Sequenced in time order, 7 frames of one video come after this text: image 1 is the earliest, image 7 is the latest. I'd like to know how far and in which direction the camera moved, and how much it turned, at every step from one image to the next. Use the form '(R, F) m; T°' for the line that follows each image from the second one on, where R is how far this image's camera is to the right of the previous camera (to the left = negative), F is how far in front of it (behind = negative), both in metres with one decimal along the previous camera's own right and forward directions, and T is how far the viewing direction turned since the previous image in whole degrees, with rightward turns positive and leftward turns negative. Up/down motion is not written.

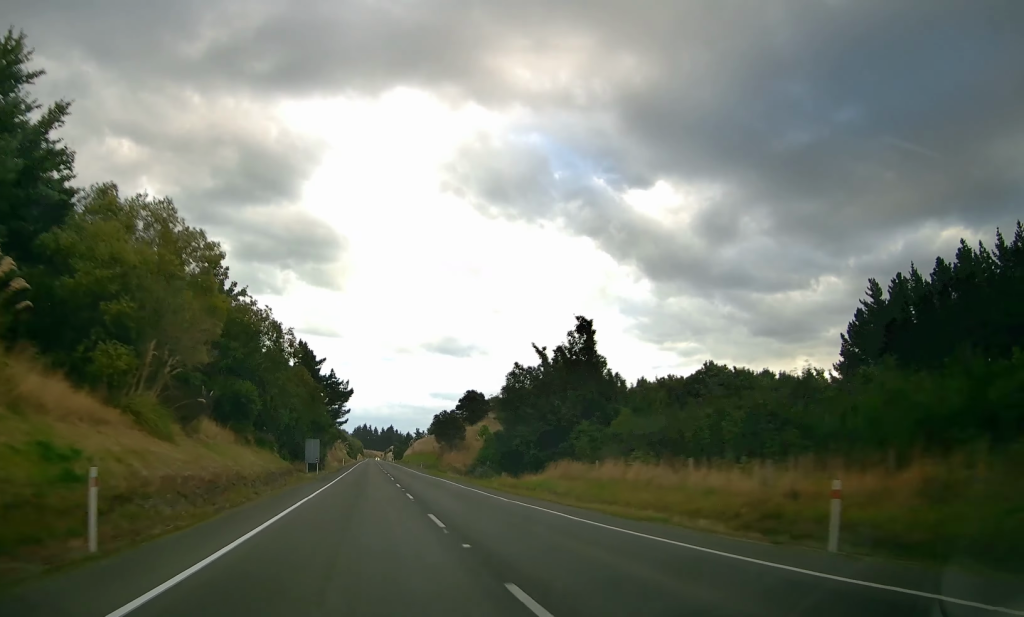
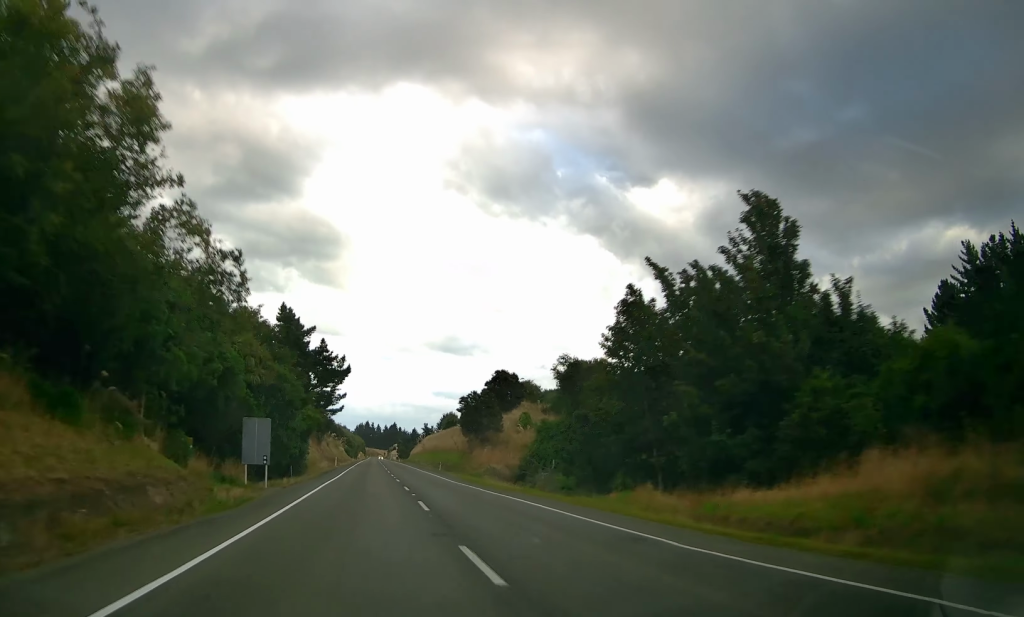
(-0.8, +26.7) m; 0°
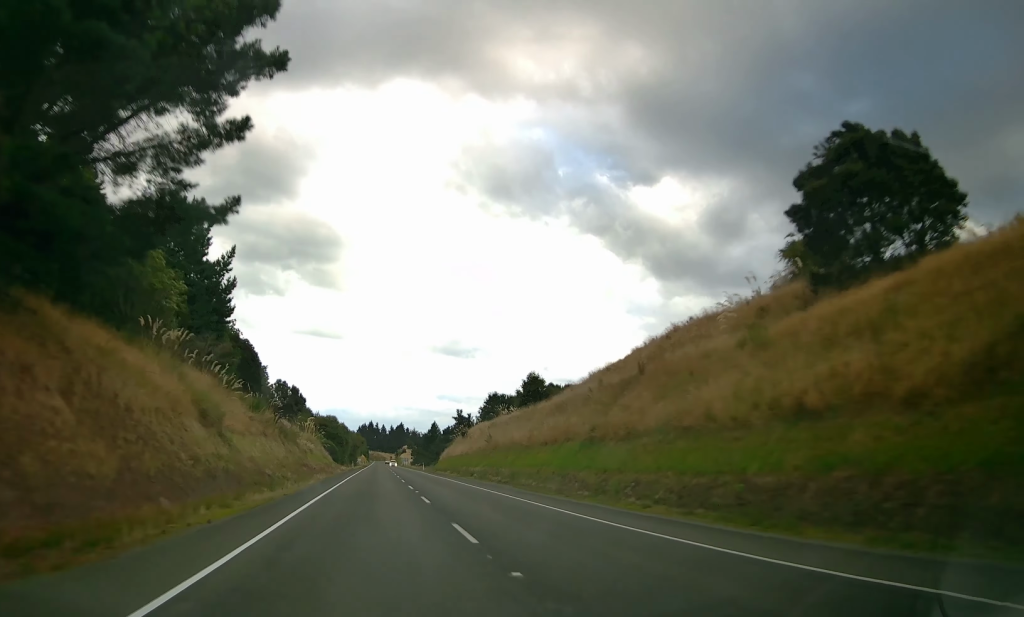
(-0.3, +75.4) m; -2°
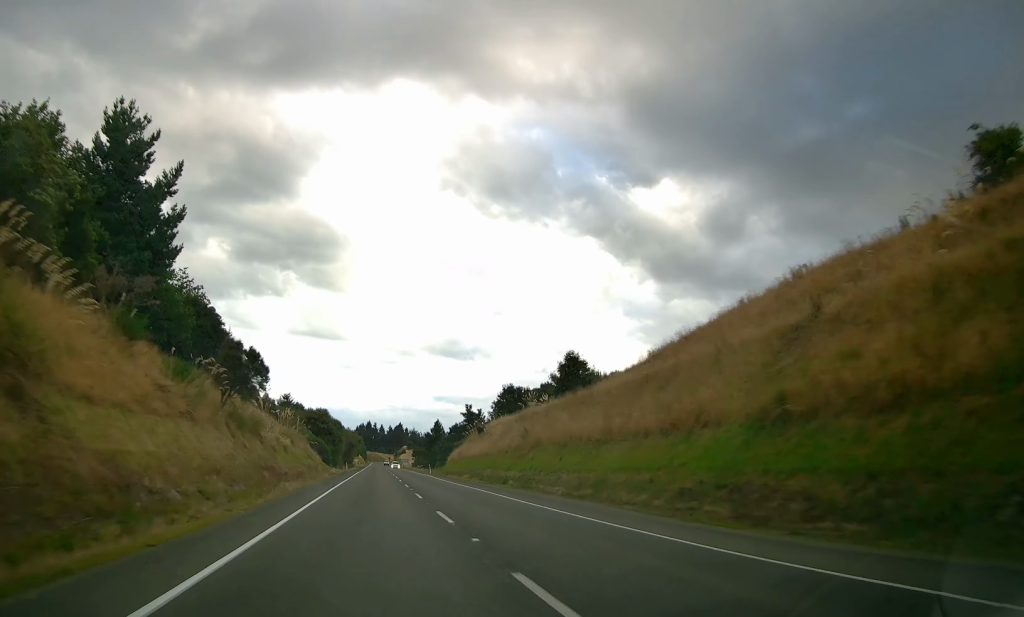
(0.0, +16.2) m; +1°
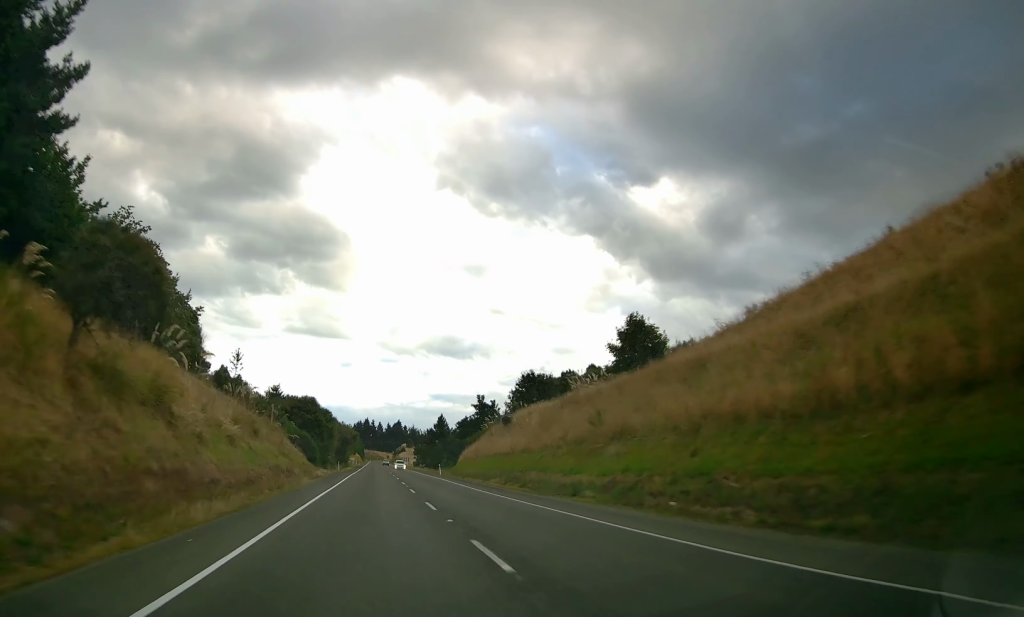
(0.0, +16.2) m; +2°
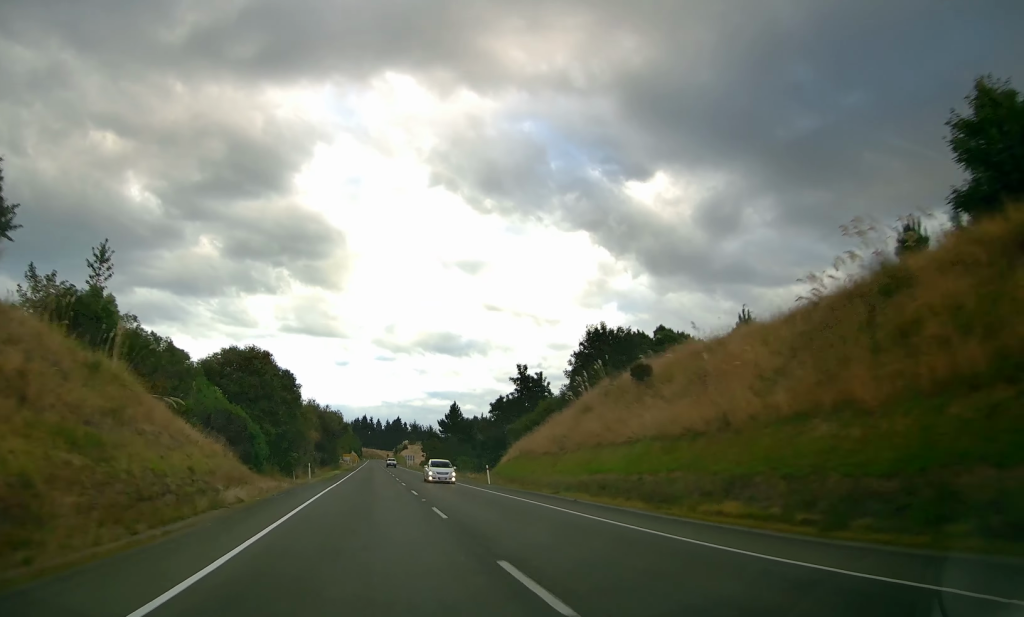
(+1.0, +33.3) m; 0°
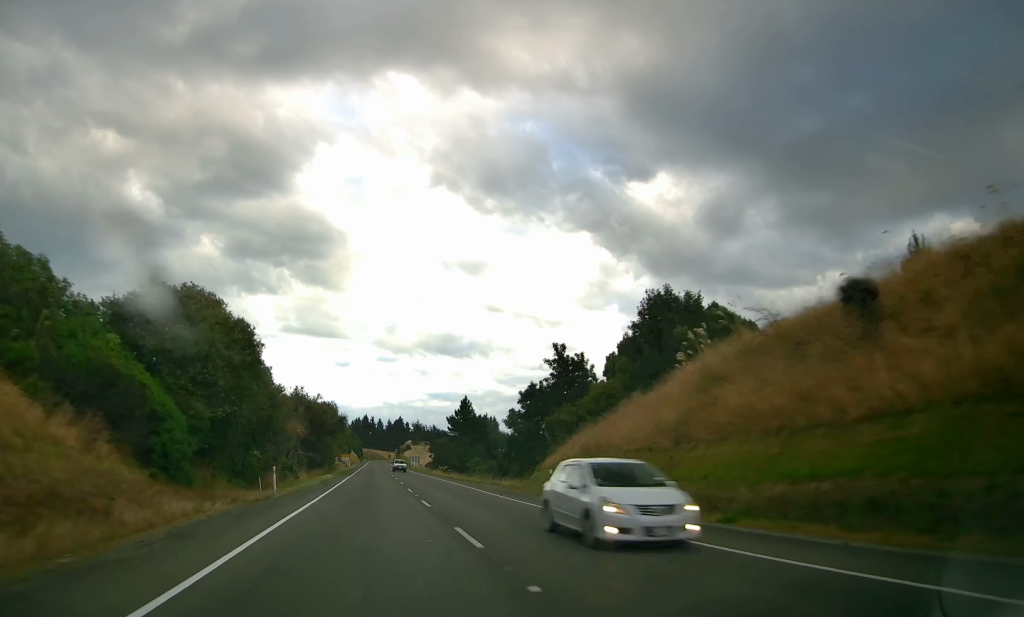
(-0.5, +15.3) m; -1°
